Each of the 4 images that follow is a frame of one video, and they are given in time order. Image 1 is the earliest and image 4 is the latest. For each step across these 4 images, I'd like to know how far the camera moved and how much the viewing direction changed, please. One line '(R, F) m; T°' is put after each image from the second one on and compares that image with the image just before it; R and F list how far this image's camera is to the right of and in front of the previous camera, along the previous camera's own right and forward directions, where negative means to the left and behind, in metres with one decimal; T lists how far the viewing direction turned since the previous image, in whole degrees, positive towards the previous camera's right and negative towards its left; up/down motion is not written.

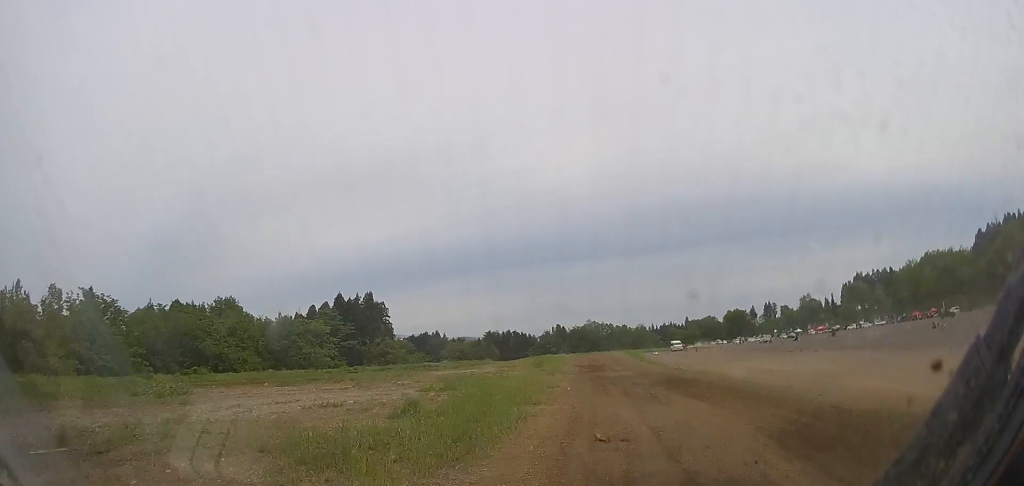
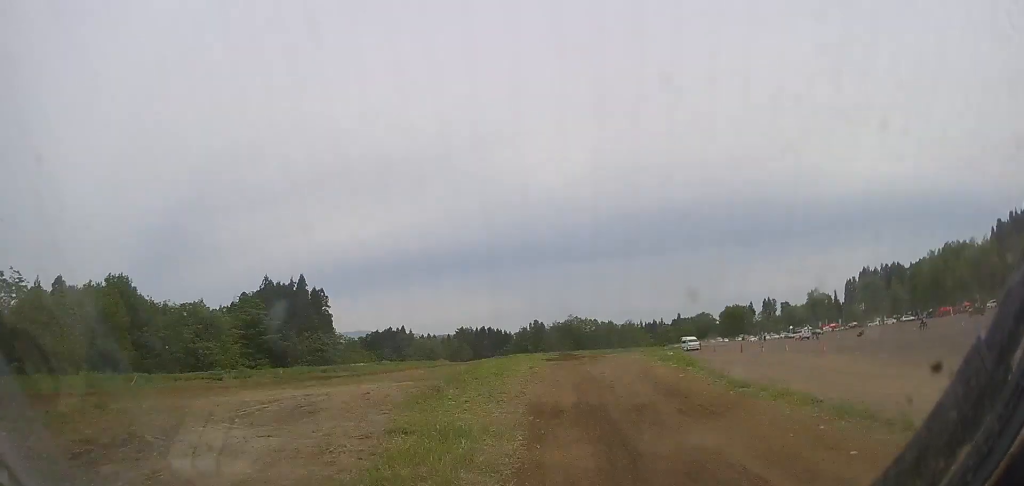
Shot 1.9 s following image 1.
(0.0, +28.7) m; 0°
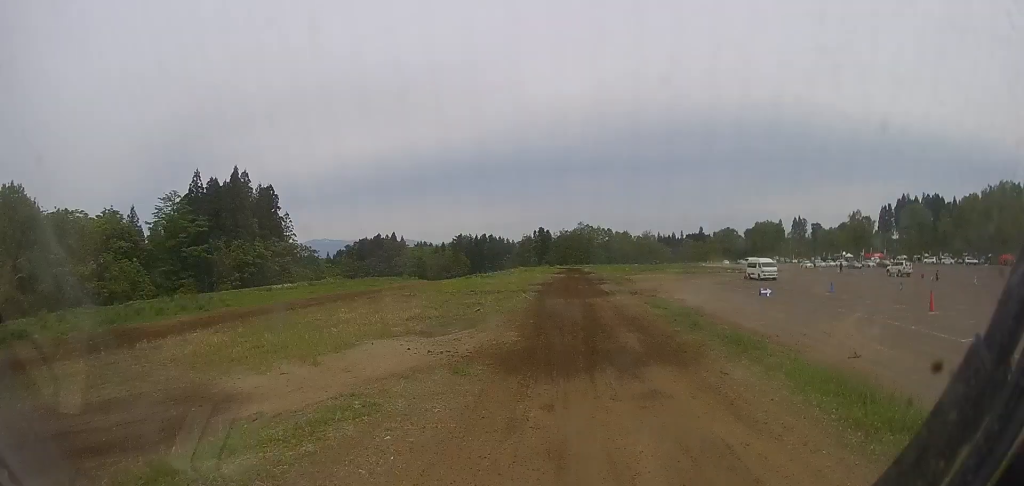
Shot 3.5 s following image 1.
(-0.3, +27.2) m; -1°
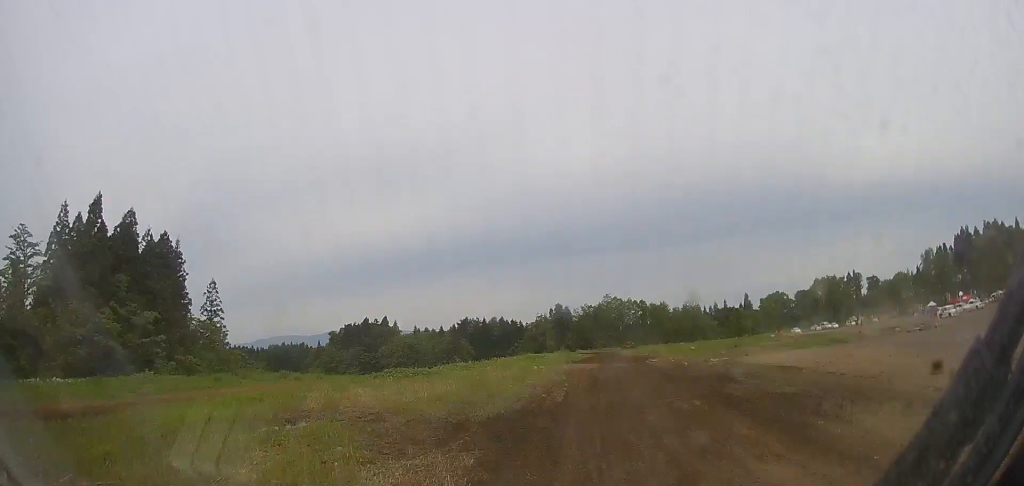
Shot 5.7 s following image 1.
(+0.1, +39.7) m; +1°
